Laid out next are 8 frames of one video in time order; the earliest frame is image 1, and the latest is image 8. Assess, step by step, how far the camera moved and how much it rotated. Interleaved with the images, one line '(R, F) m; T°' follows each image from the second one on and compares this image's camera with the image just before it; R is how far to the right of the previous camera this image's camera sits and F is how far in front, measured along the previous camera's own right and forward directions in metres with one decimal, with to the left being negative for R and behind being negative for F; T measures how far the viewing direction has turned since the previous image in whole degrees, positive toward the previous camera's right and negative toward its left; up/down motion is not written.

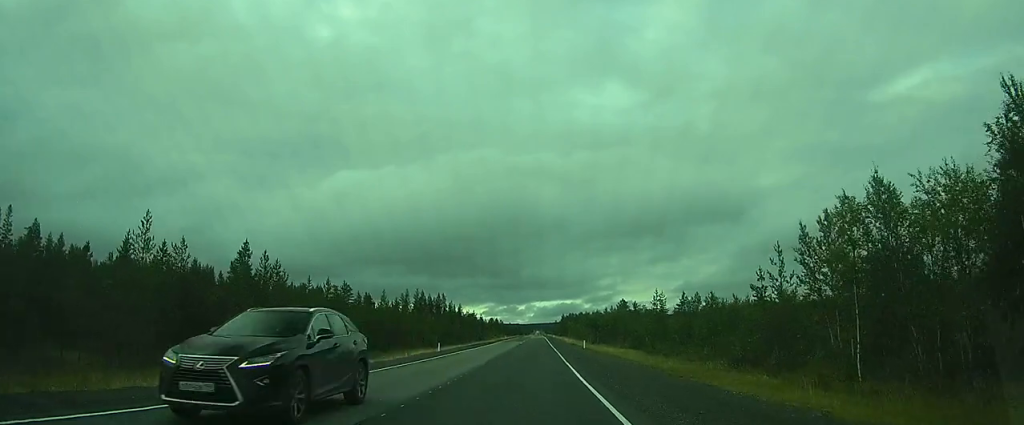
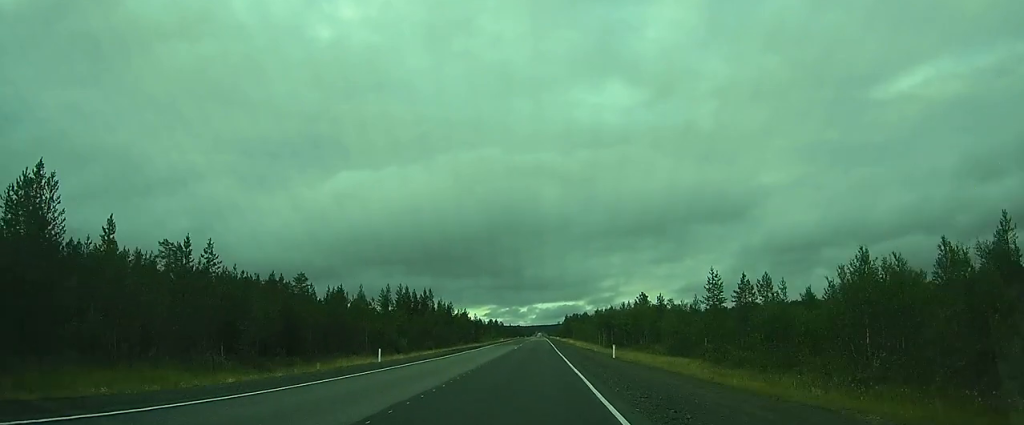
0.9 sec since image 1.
(0.0, +19.2) m; 0°
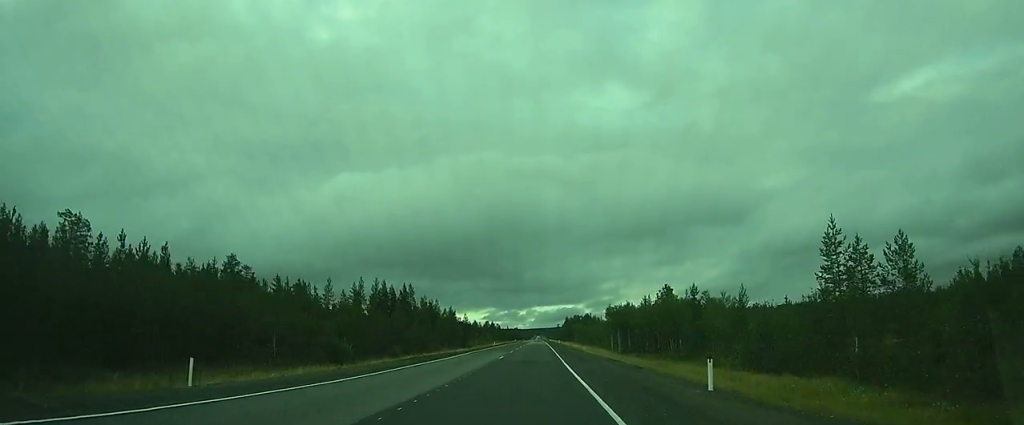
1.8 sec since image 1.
(0.0, +17.8) m; 0°
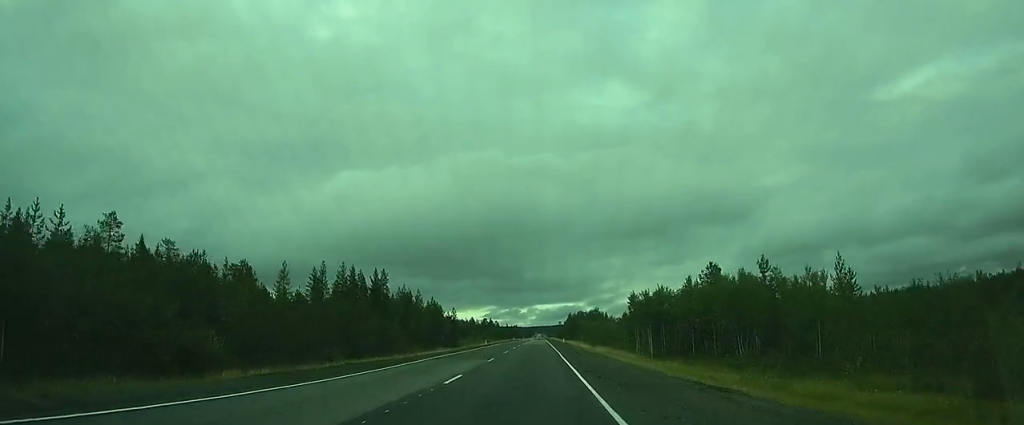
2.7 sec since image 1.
(-0.1, +19.2) m; 0°
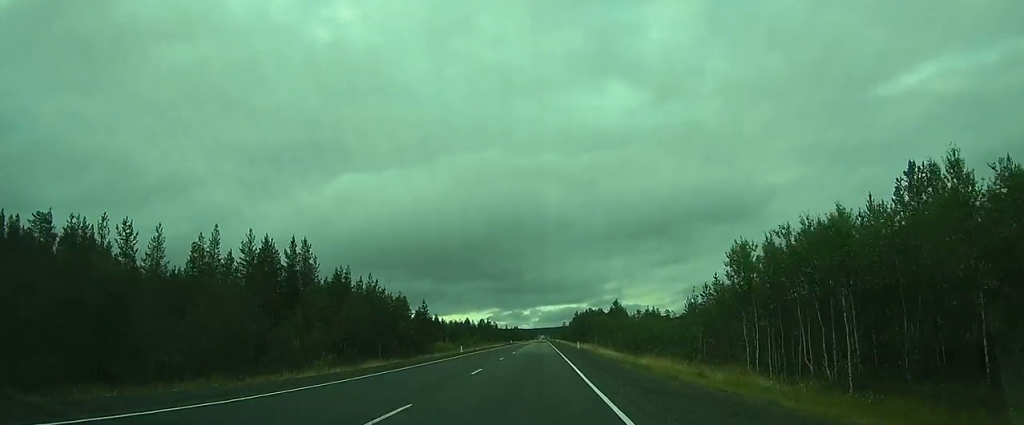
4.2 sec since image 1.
(+0.2, +30.9) m; +1°
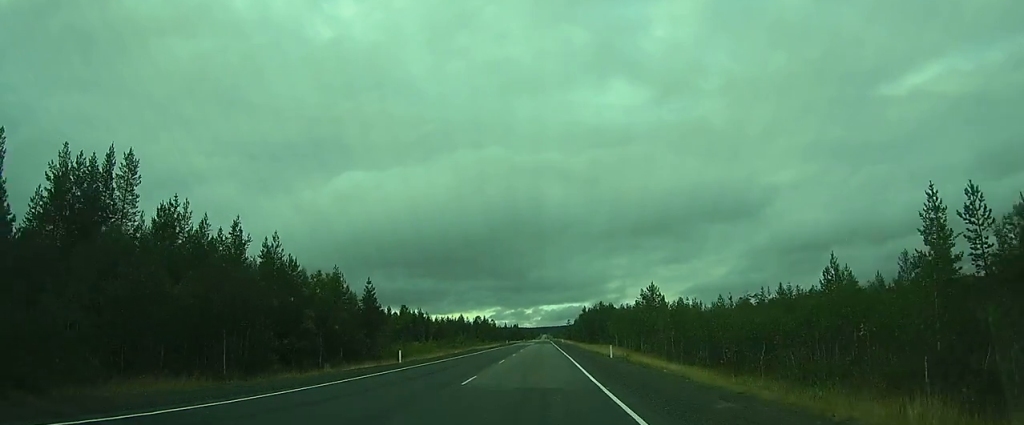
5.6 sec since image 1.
(-0.1, +28.5) m; 0°
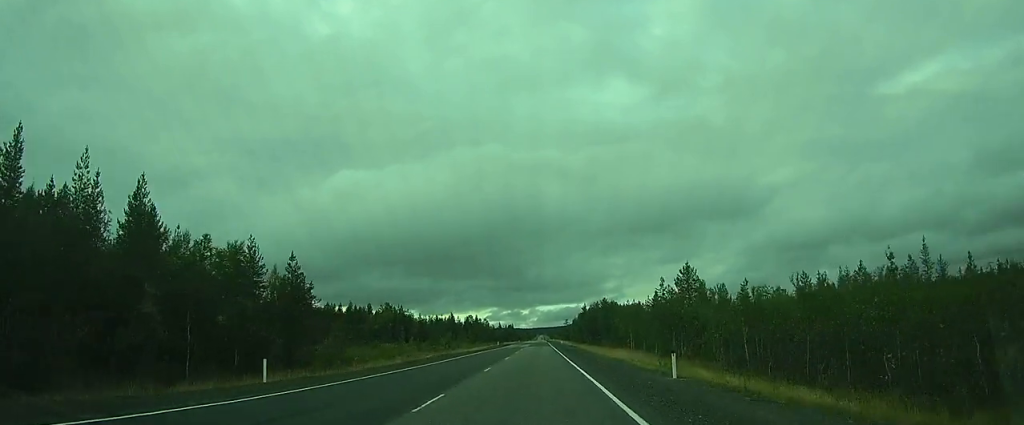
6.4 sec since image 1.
(0.0, +17.5) m; 0°
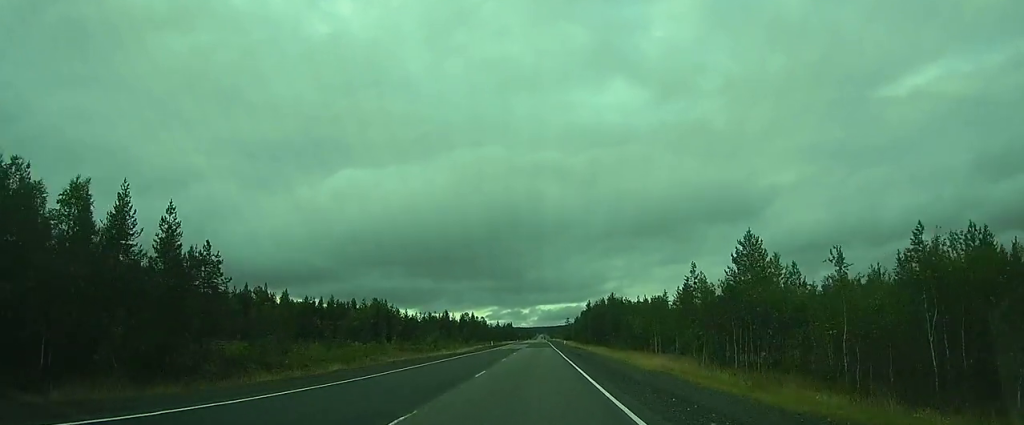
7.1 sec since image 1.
(0.0, +14.8) m; 0°
